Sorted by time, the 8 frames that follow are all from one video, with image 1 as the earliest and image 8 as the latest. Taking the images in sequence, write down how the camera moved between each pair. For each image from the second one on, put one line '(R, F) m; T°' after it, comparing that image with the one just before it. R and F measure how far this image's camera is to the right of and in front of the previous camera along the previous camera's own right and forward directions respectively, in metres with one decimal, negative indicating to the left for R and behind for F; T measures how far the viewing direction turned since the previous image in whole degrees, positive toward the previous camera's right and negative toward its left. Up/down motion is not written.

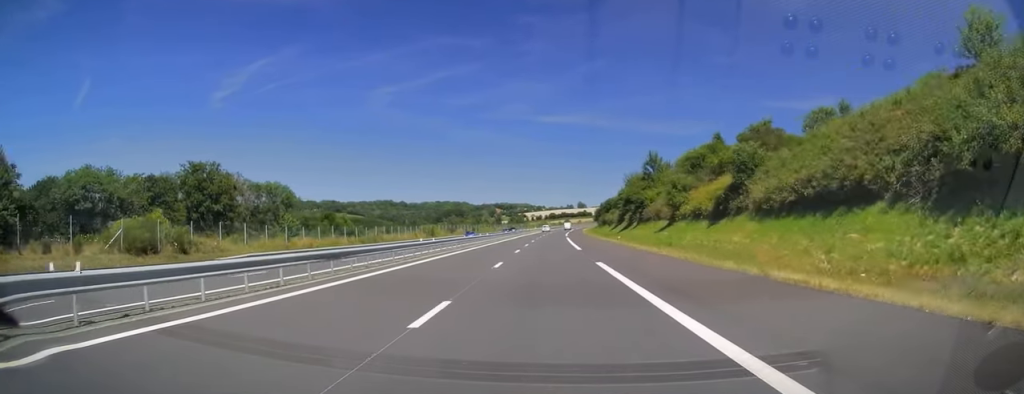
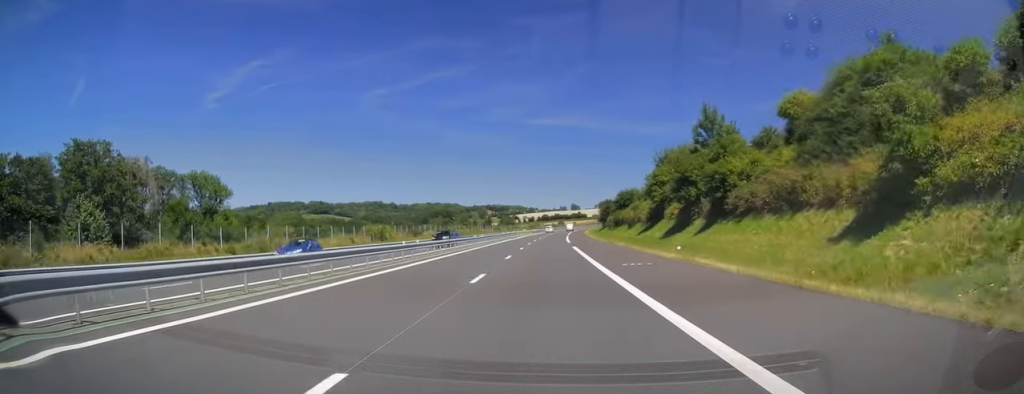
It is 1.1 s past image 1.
(0.0, +31.8) m; 0°
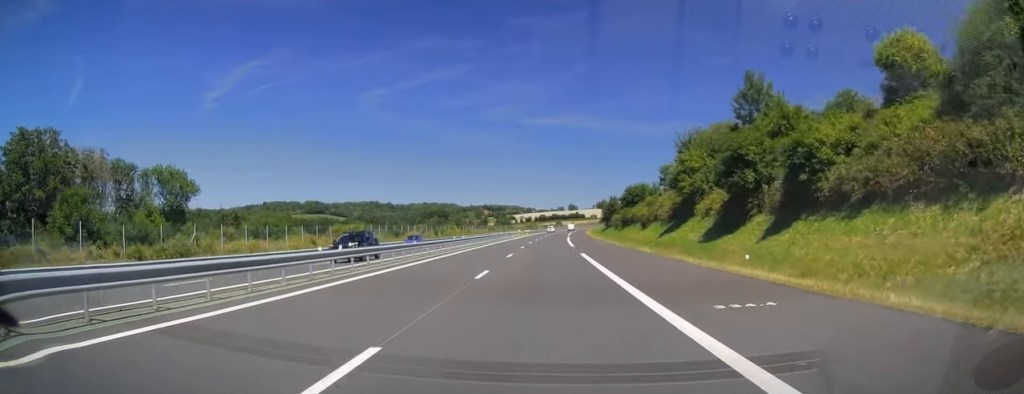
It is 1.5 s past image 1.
(0.0, +11.8) m; 0°
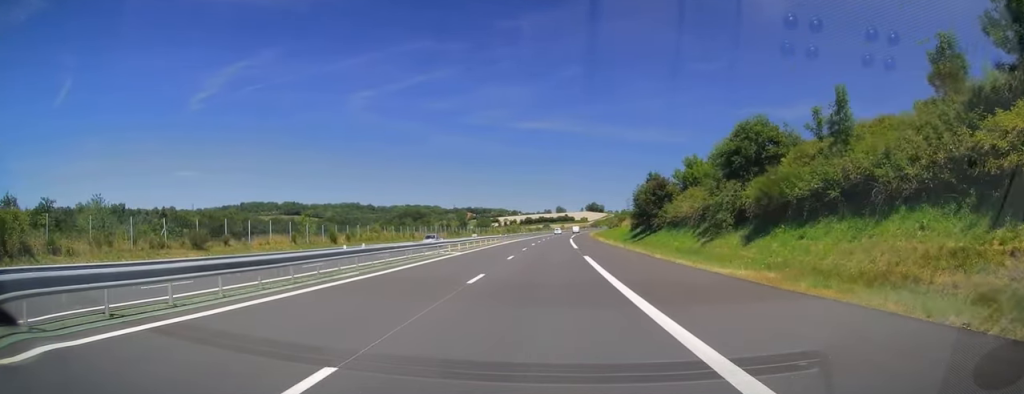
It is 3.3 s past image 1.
(+0.8, +53.4) m; +1°
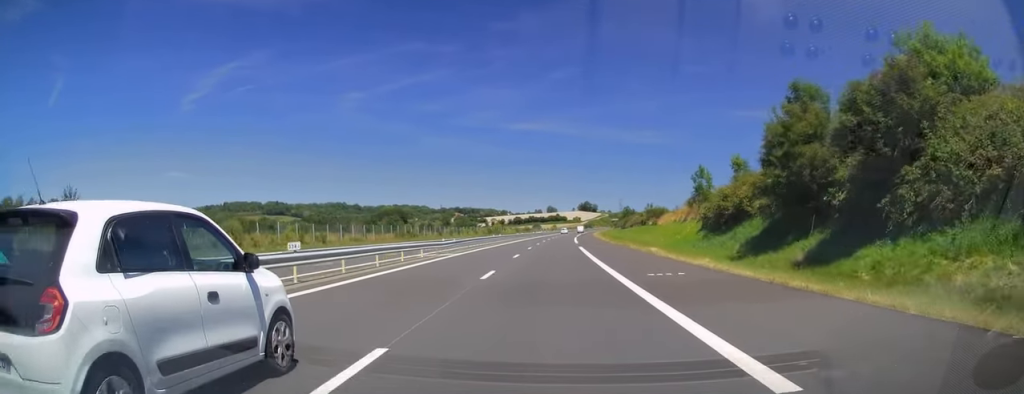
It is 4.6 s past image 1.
(+0.1, +38.2) m; +1°
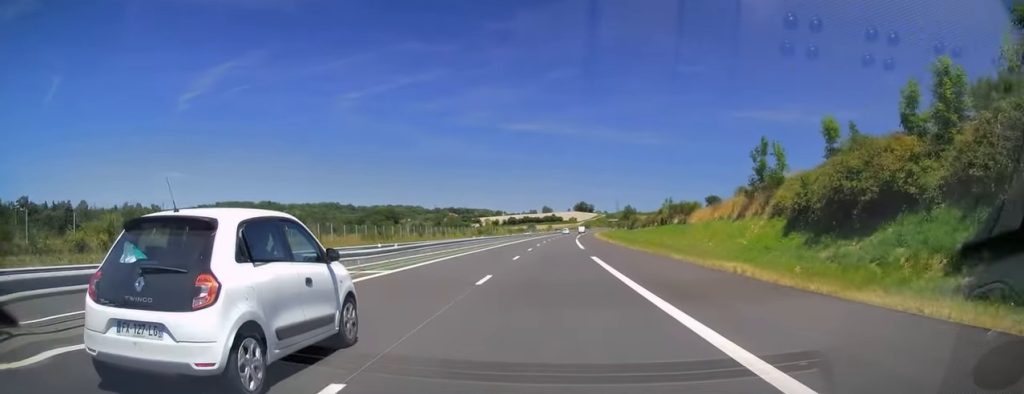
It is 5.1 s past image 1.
(0.0, +14.7) m; 0°
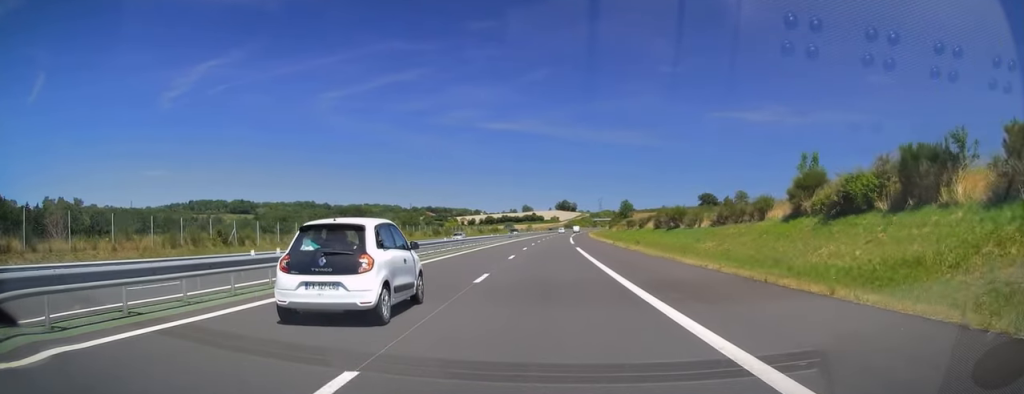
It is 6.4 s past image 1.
(+0.5, +38.6) m; +1°
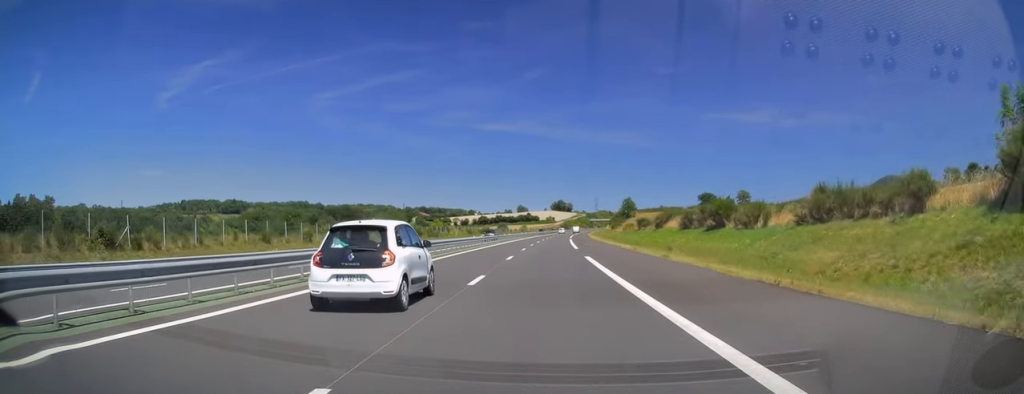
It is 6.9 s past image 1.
(-0.1, +13.7) m; +1°
